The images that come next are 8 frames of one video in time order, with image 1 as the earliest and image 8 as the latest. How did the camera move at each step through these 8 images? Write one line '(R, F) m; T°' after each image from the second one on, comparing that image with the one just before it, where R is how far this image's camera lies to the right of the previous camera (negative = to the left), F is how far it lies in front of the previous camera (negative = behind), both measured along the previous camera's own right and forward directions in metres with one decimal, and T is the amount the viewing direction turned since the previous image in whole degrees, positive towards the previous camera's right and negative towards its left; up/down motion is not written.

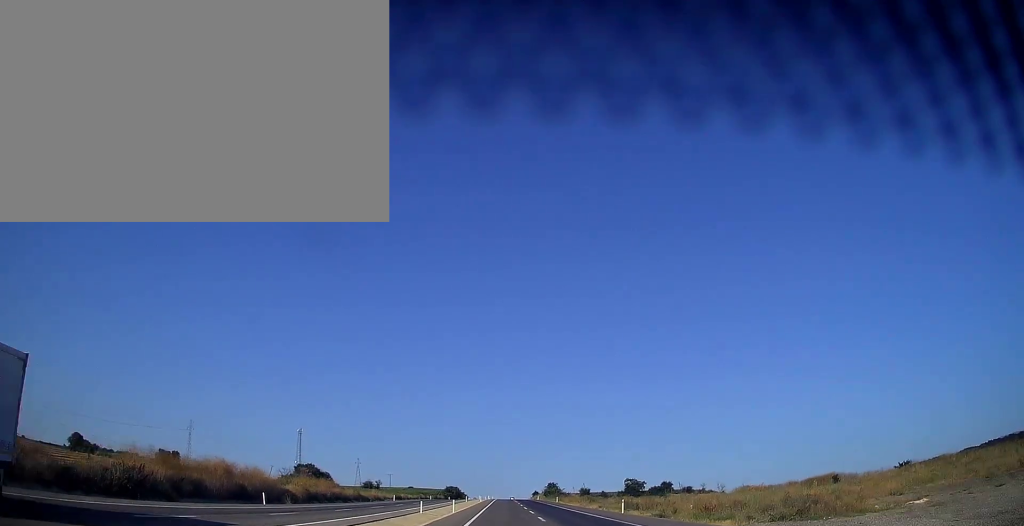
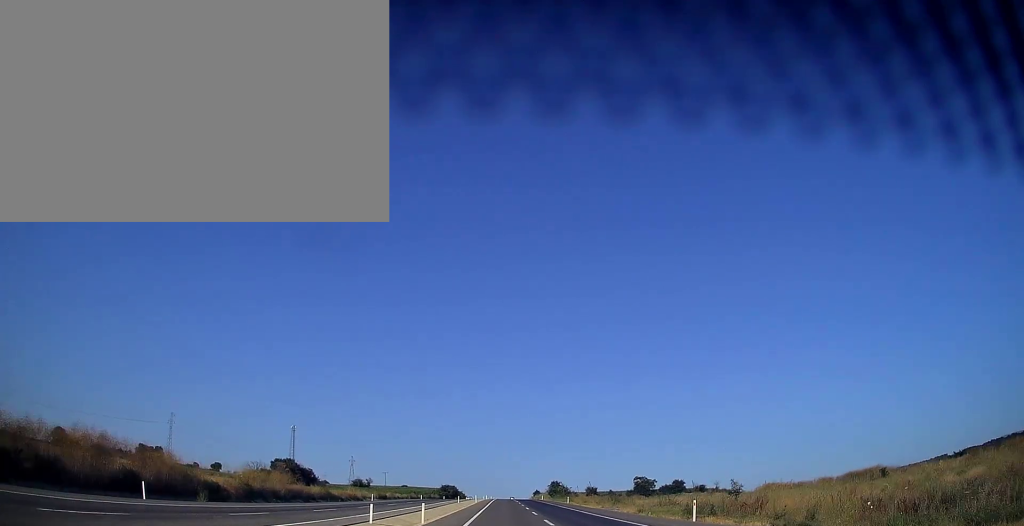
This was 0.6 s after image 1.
(+0.1, +17.6) m; 0°
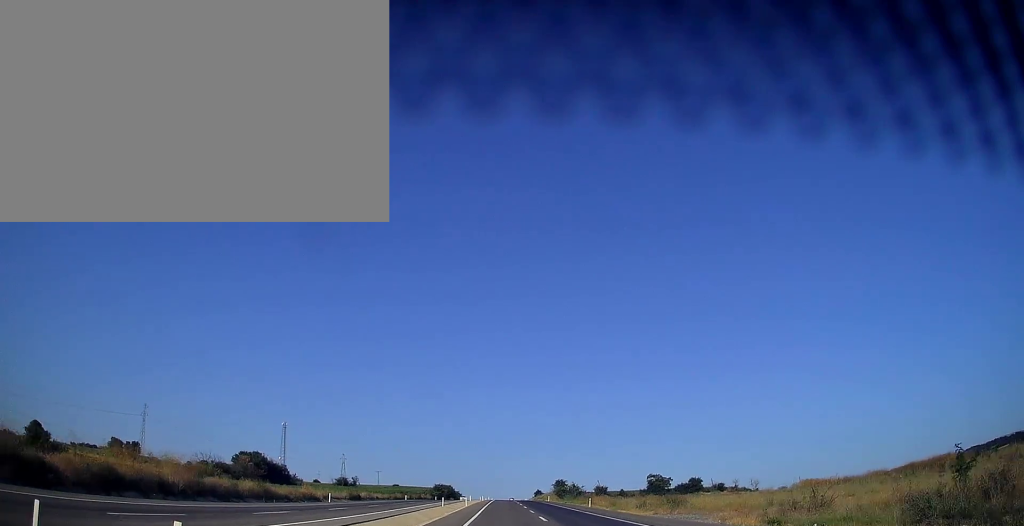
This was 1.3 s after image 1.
(-0.1, +19.5) m; 0°
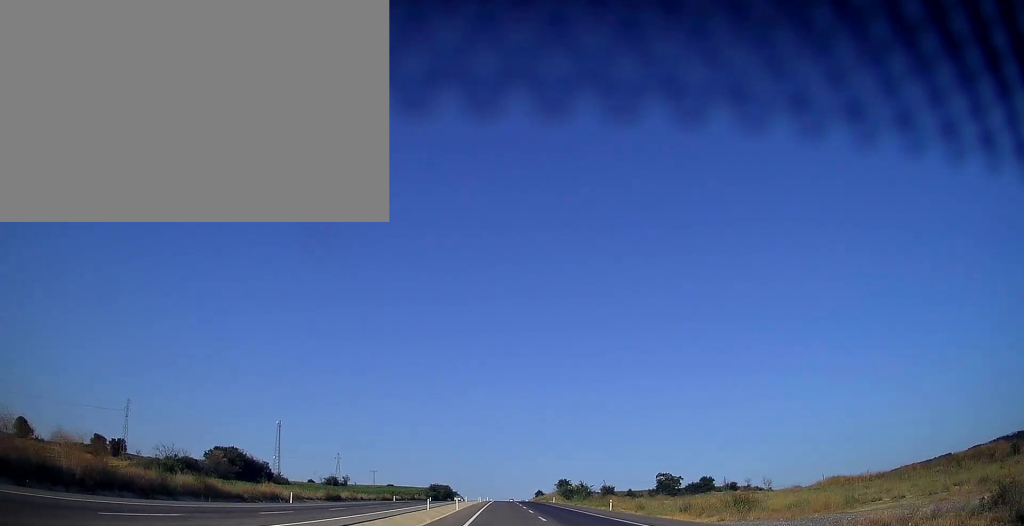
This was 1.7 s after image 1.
(-0.1, +11.7) m; 0°
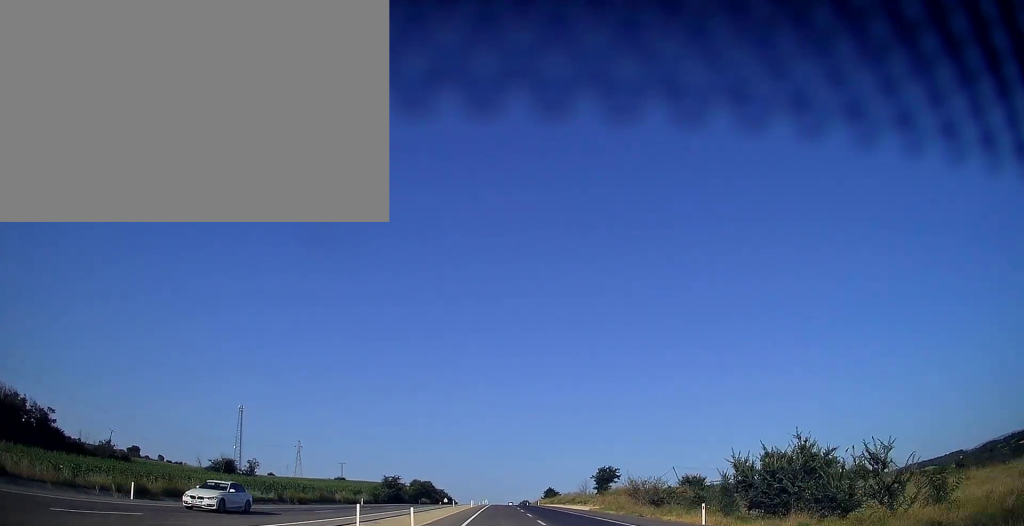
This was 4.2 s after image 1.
(+0.6, +75.3) m; 0°
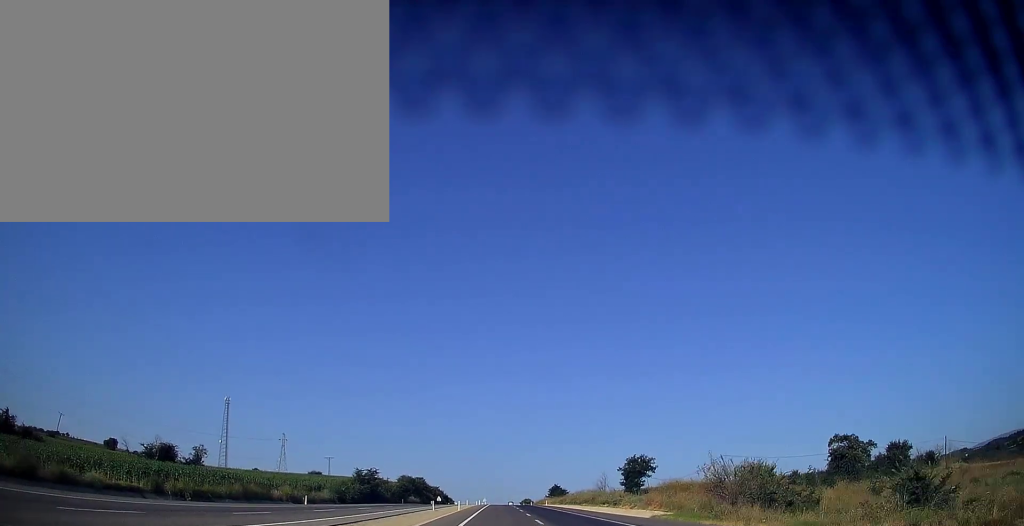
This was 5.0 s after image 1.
(0.0, +23.6) m; 0°
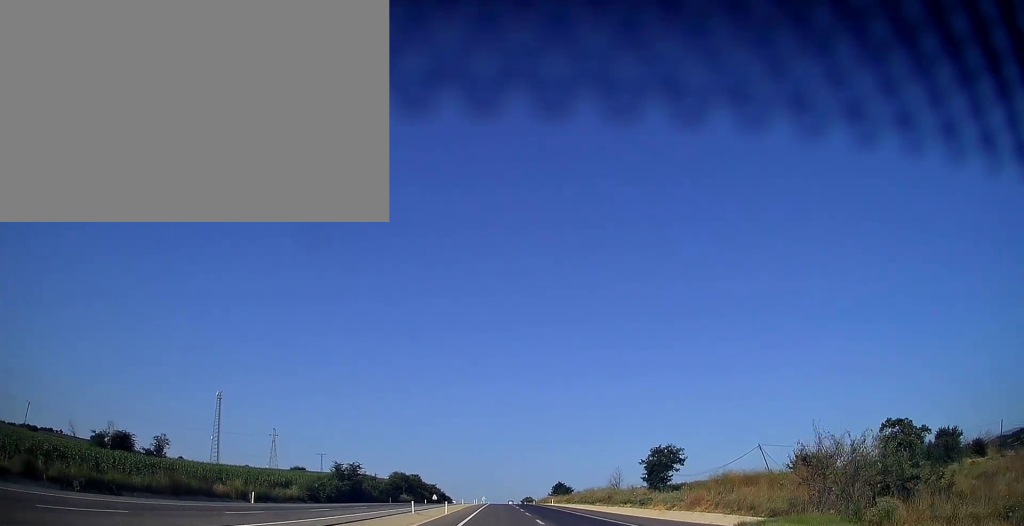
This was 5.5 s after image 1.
(-0.1, +12.8) m; 0°
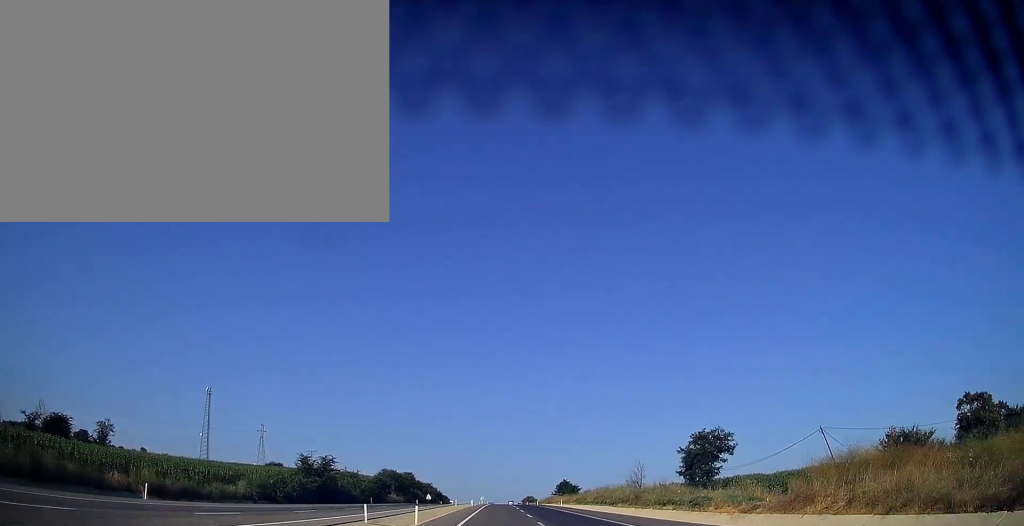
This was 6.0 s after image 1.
(0.0, +14.8) m; 0°
